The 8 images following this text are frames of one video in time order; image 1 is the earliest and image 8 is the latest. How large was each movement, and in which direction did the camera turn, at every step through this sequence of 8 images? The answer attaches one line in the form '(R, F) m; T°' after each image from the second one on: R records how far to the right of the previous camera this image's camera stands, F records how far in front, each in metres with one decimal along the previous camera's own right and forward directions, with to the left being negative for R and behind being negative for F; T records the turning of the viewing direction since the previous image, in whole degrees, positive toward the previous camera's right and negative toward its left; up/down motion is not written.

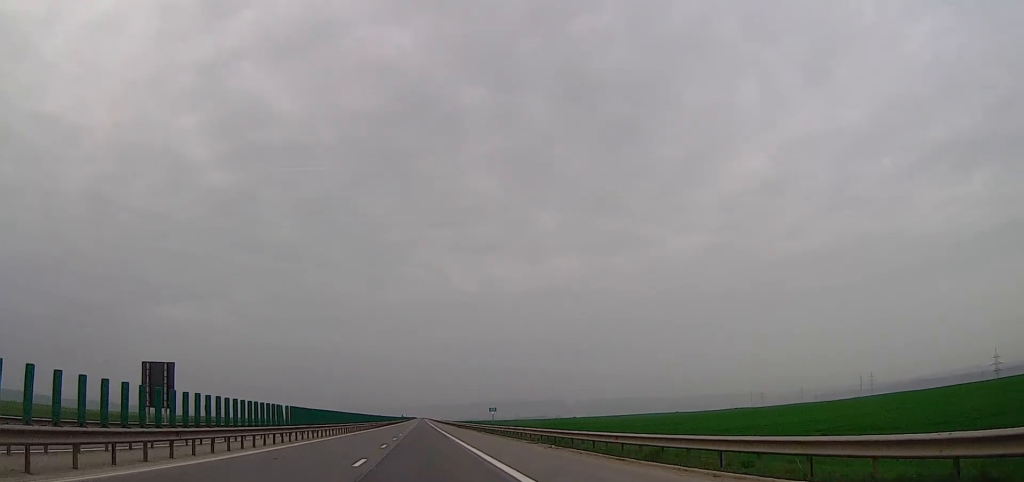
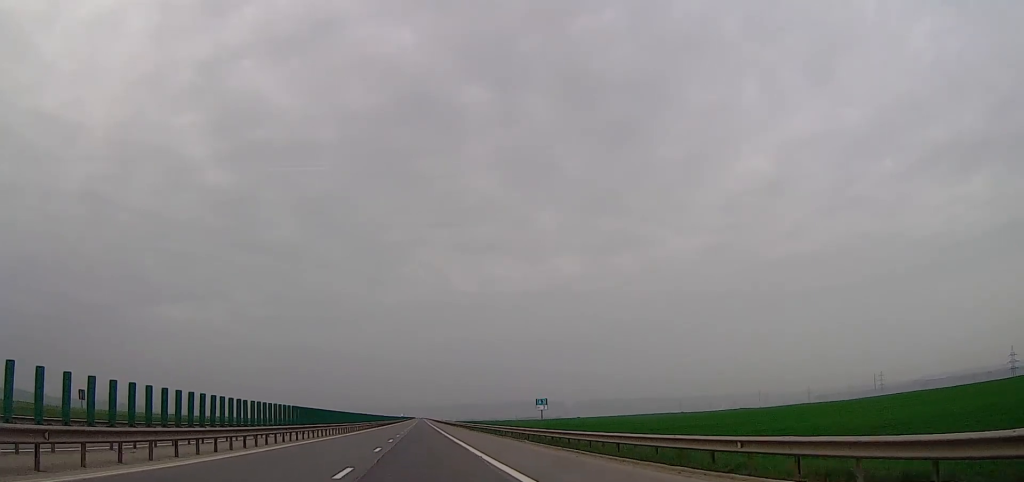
(0.0, +27.0) m; 0°
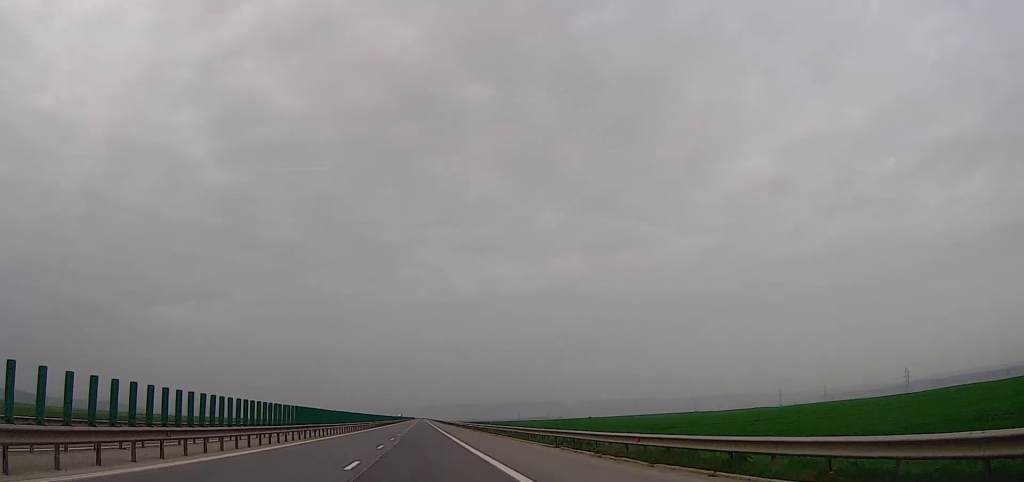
(-0.1, +57.6) m; 0°
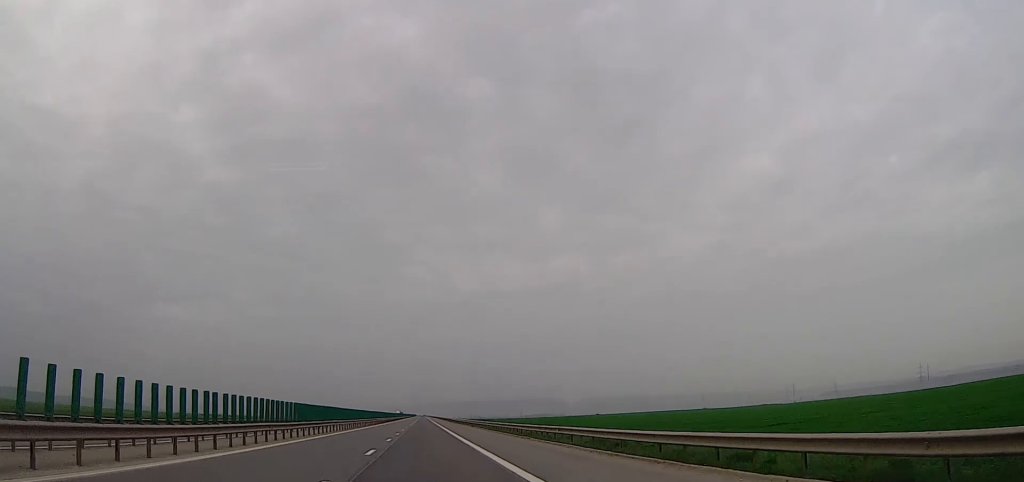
(+0.1, +30.8) m; -2°
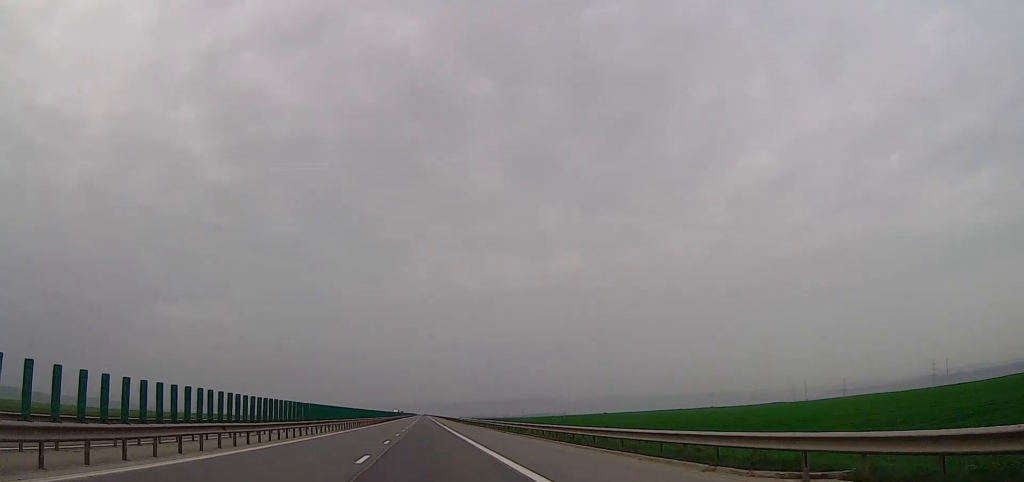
(-0.9, +28.0) m; 0°
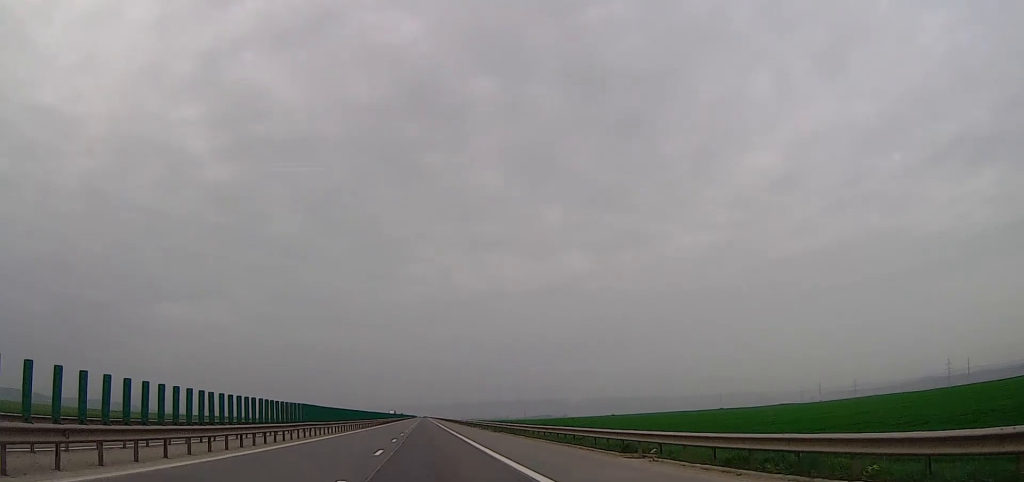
(0.0, +32.5) m; +1°
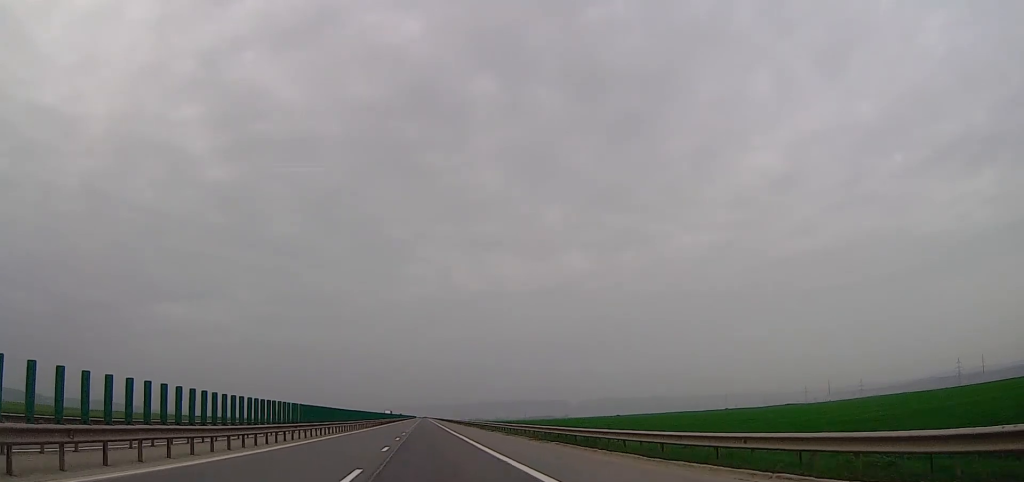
(+0.4, +21.5) m; +1°
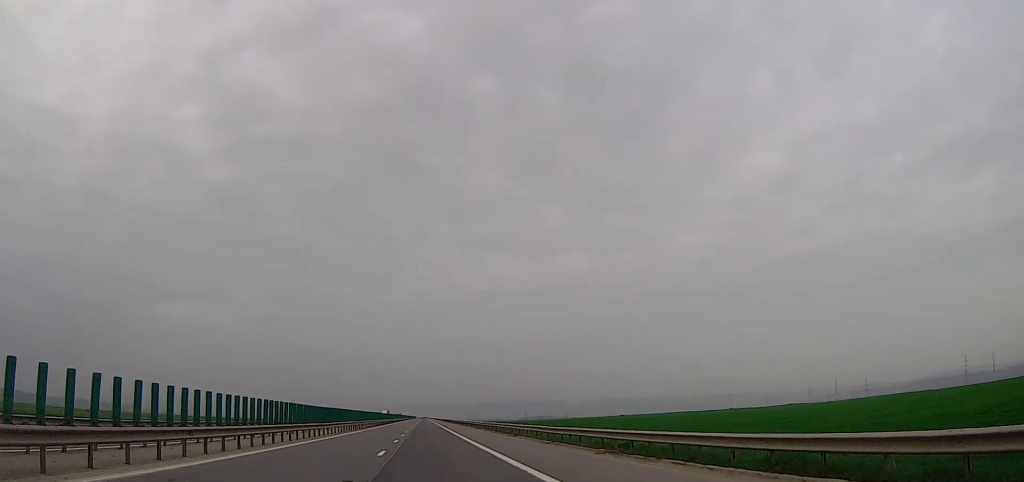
(0.0, +15.1) m; 0°
